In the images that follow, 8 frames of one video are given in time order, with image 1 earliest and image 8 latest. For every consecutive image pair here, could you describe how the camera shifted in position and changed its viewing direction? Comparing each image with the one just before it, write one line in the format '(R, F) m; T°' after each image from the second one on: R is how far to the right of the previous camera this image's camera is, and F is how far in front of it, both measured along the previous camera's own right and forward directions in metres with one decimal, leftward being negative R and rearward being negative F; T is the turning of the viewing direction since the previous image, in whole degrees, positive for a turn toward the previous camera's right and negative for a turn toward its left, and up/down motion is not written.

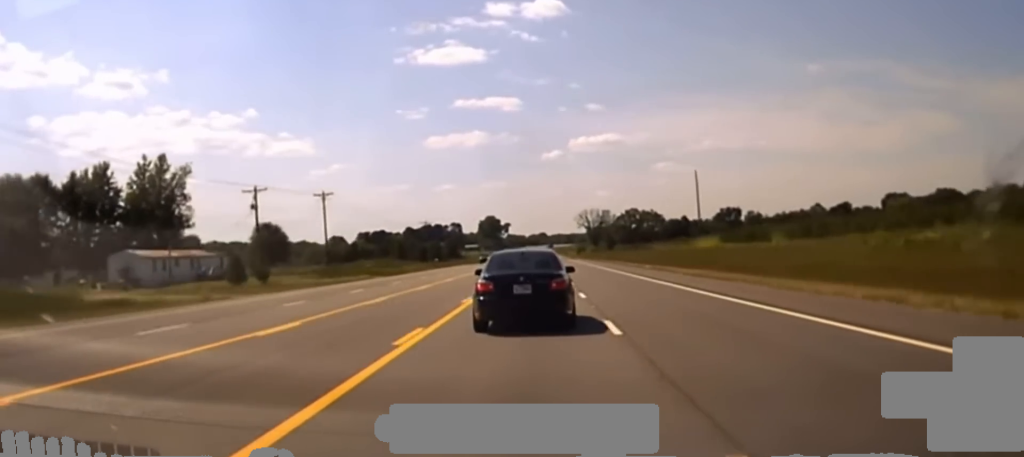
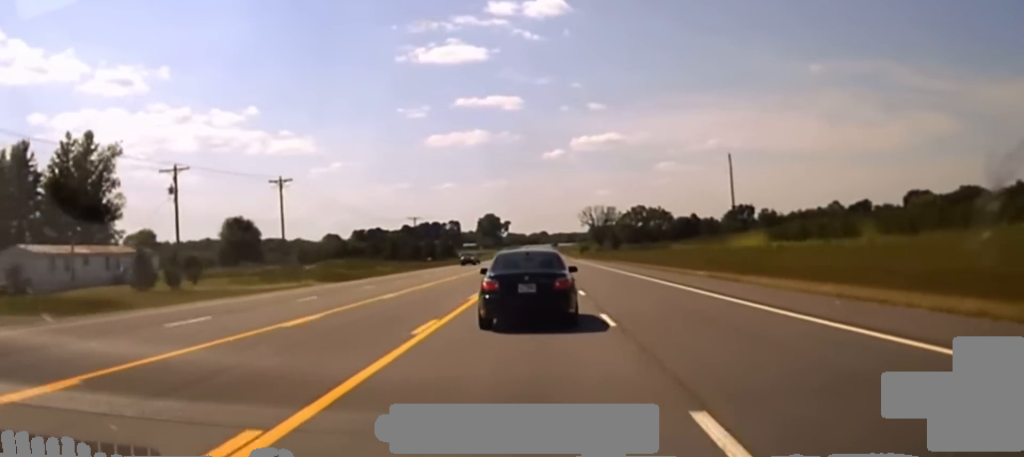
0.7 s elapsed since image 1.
(-0.1, +20.1) m; 0°
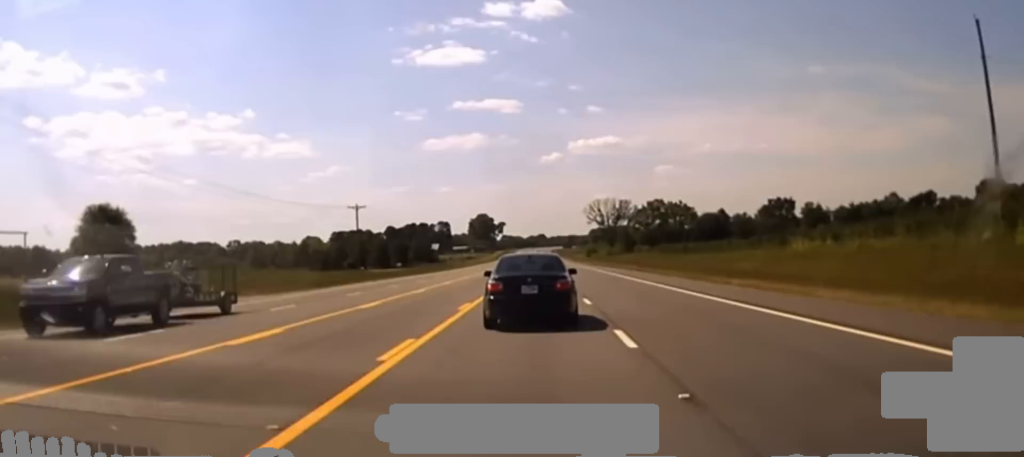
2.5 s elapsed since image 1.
(+0.2, +65.2) m; 0°
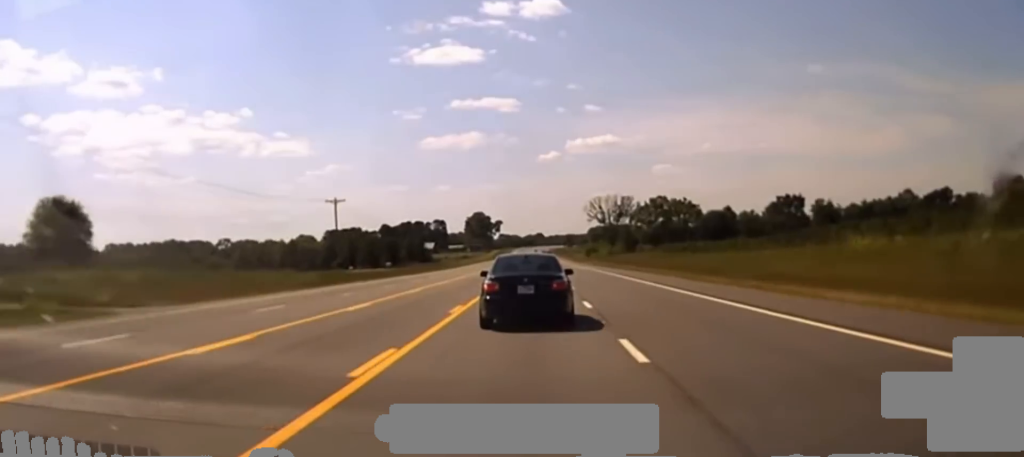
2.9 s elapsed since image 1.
(-0.1, +16.4) m; 0°
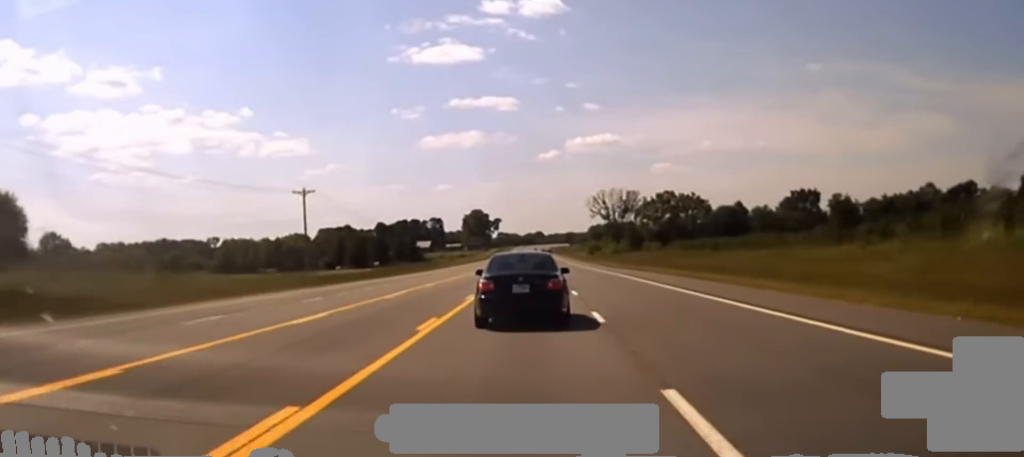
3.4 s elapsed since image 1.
(0.0, +20.6) m; 0°
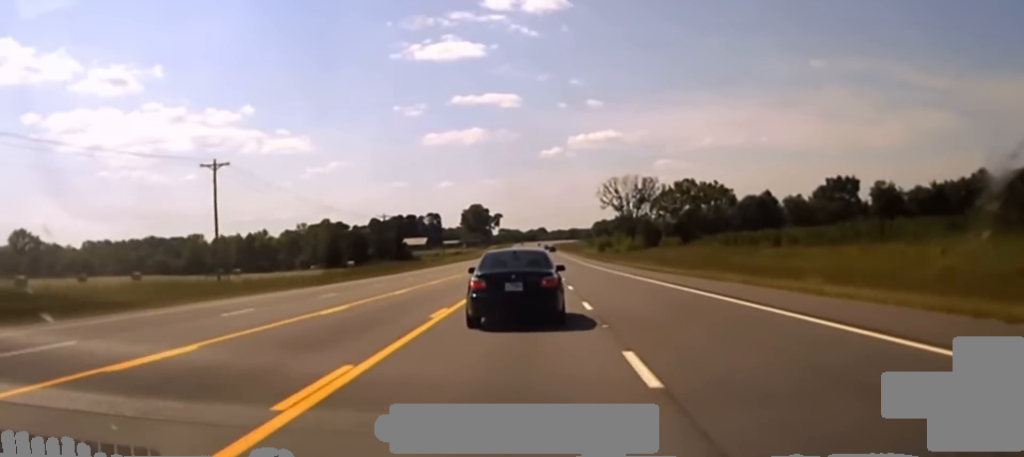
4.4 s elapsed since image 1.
(-0.2, +36.4) m; 0°
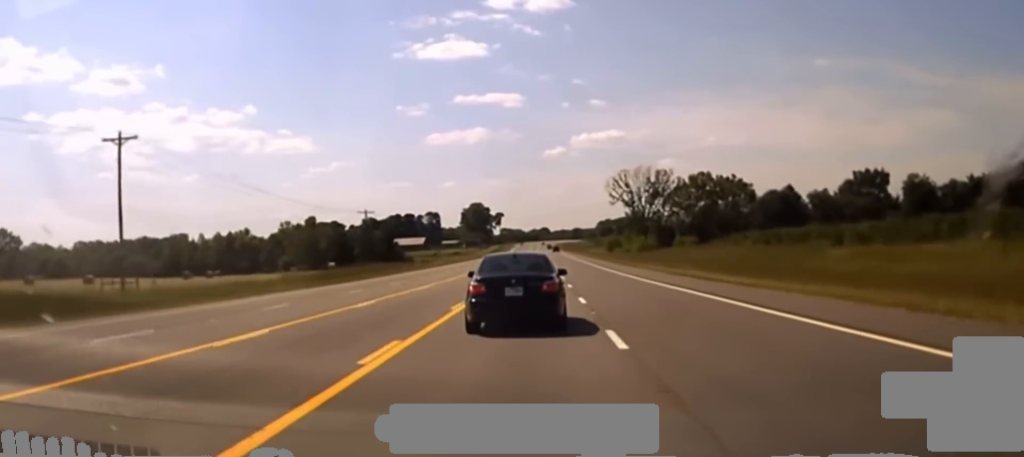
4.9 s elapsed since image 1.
(+0.1, +21.1) m; 0°
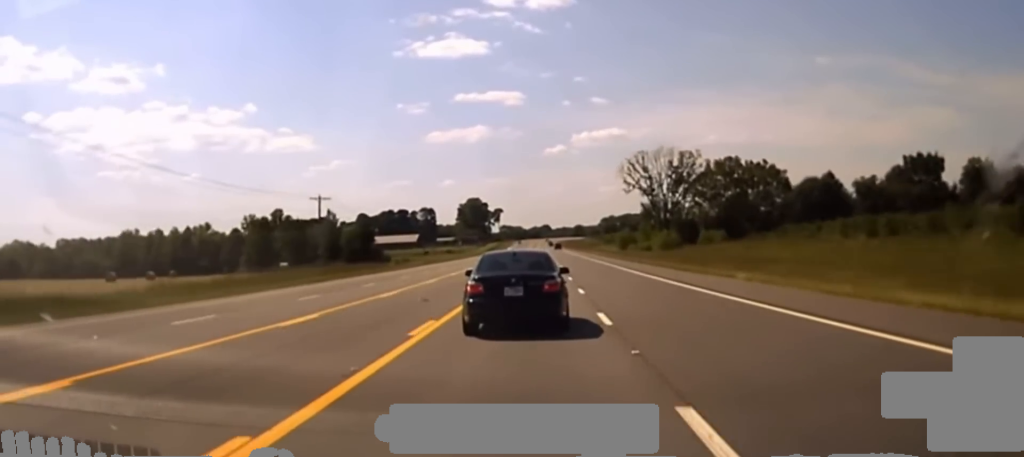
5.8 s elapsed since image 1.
(+0.1, +32.3) m; 0°
